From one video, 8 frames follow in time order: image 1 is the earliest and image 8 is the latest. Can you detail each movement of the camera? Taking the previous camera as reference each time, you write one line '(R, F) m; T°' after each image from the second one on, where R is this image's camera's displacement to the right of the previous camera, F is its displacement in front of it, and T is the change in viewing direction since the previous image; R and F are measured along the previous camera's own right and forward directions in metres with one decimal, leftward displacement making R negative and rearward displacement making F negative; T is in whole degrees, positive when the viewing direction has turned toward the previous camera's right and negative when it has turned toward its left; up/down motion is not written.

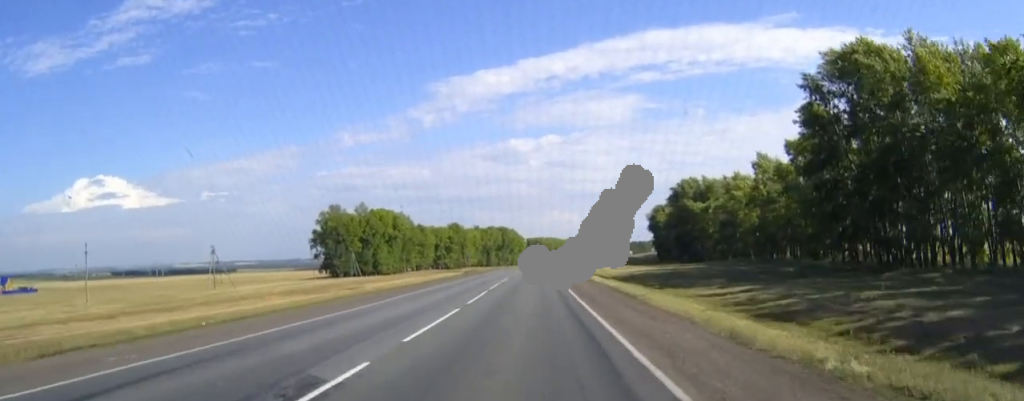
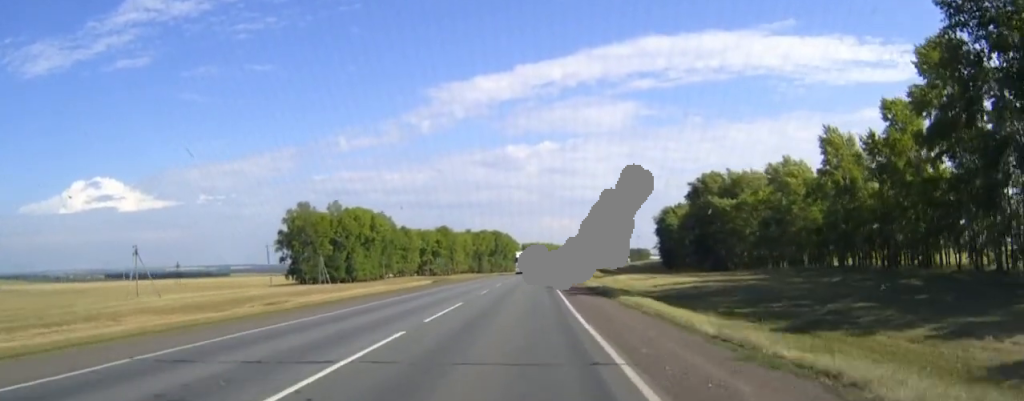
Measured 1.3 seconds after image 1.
(0.0, +30.9) m; 0°
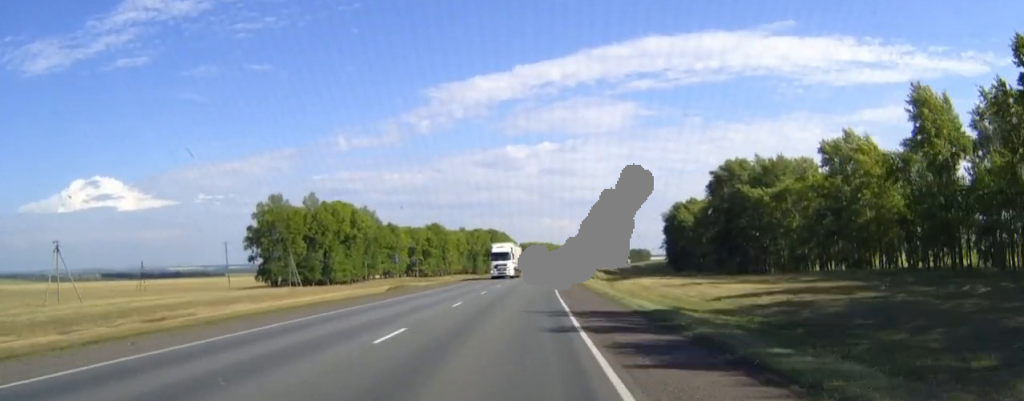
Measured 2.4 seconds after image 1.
(0.0, +23.9) m; 0°
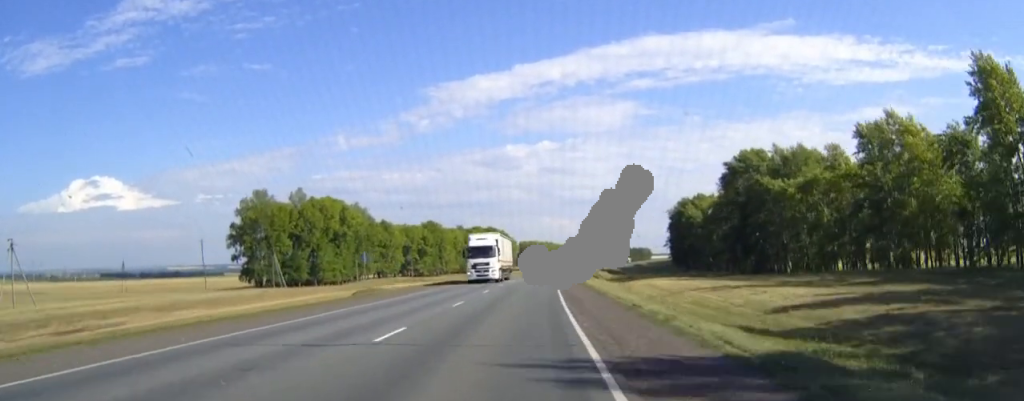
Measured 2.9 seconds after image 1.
(0.0, +11.6) m; 0°
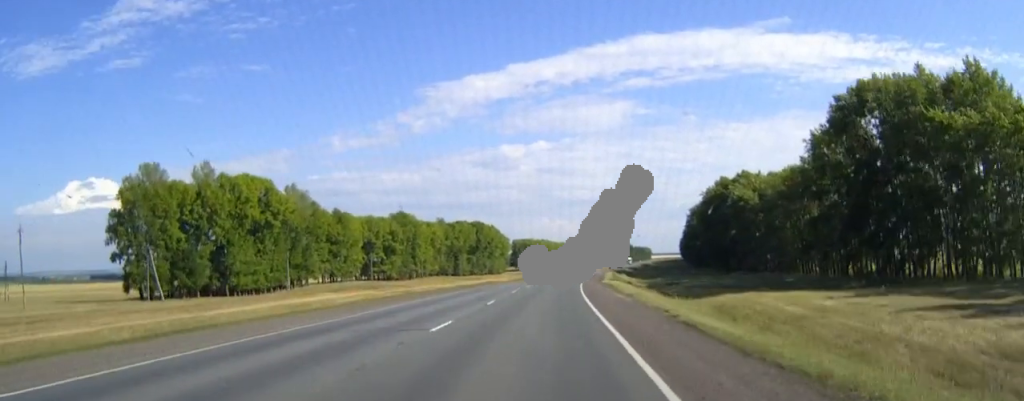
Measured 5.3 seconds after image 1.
(+0.1, +57.2) m; 0°
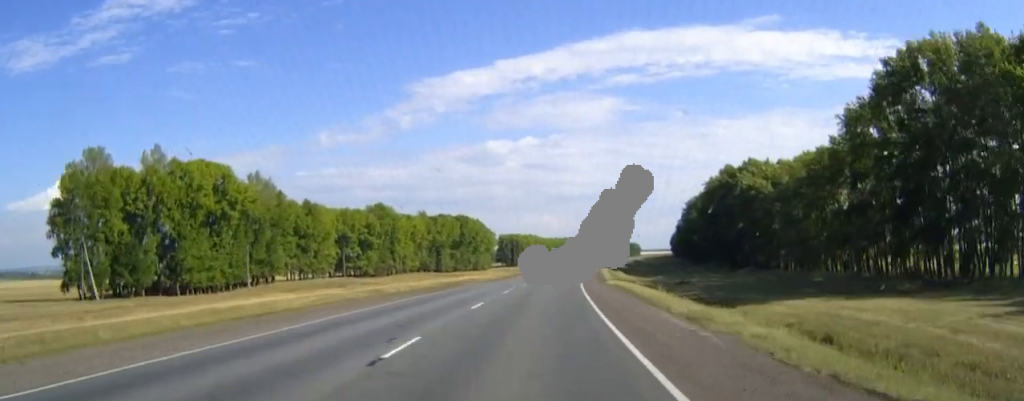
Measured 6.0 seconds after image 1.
(+0.1, +16.7) m; +1°
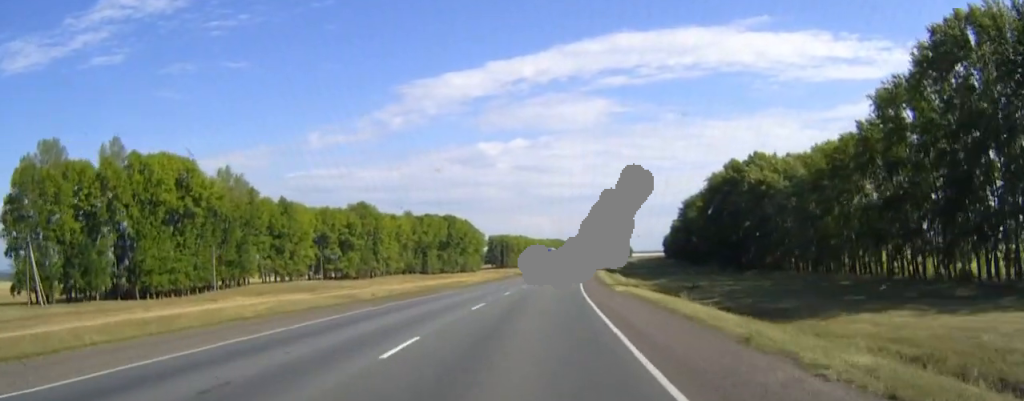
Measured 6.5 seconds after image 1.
(0.0, +12.7) m; +1°
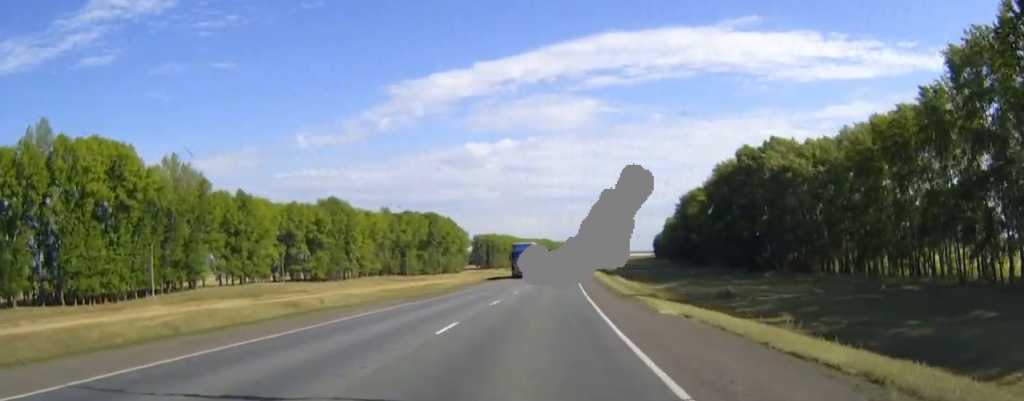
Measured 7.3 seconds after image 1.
(+0.2, +19.4) m; +1°
